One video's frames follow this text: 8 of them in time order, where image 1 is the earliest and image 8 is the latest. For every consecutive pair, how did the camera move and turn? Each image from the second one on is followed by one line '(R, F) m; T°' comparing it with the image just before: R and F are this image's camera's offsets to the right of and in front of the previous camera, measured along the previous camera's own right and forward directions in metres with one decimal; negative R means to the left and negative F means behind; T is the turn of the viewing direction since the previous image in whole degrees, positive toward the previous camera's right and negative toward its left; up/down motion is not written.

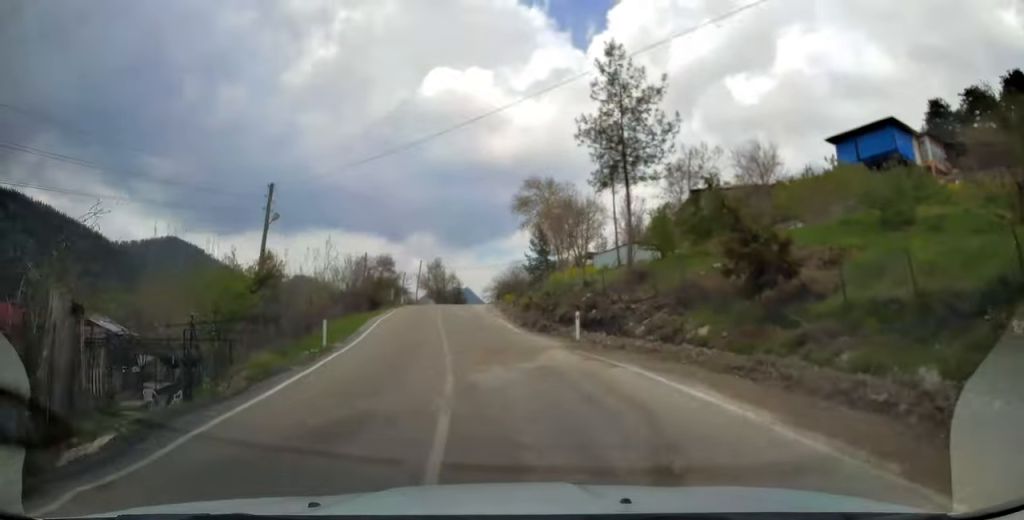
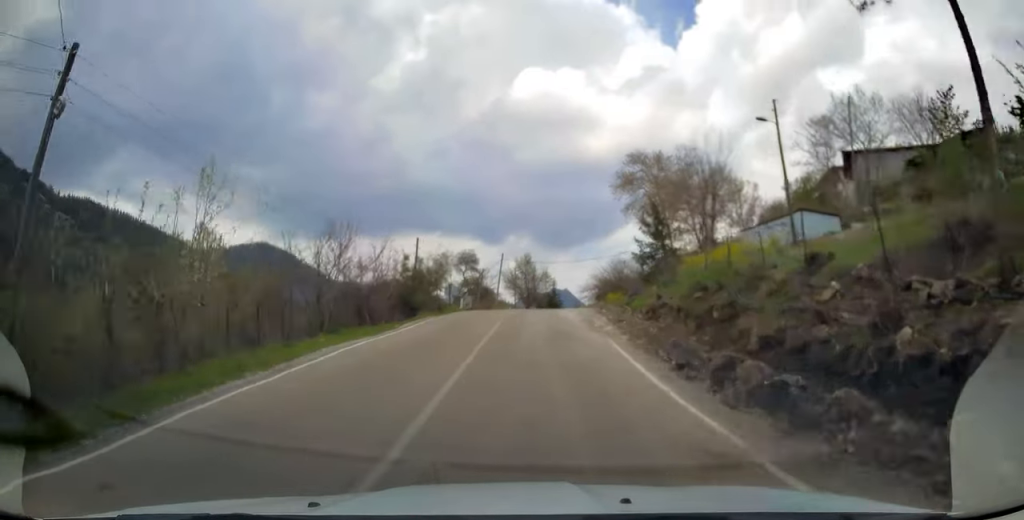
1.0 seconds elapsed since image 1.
(-1.3, +17.1) m; -7°
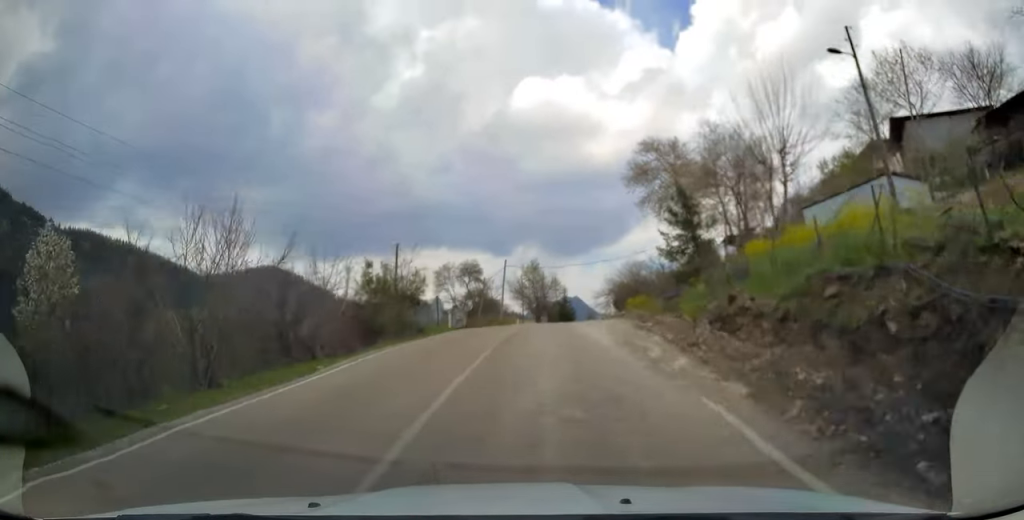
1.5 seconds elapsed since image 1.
(-0.2, +8.5) m; -3°
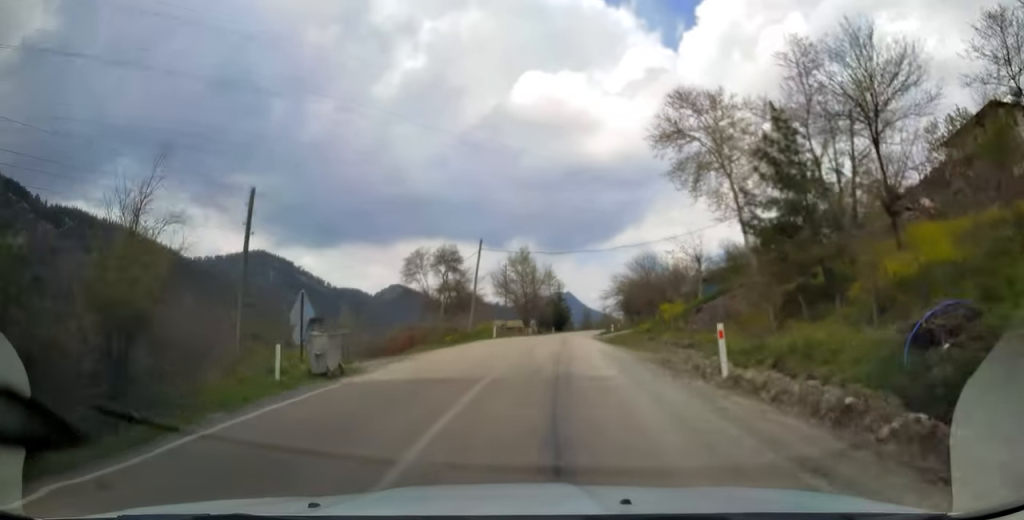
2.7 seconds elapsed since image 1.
(-0.8, +18.7) m; -2°
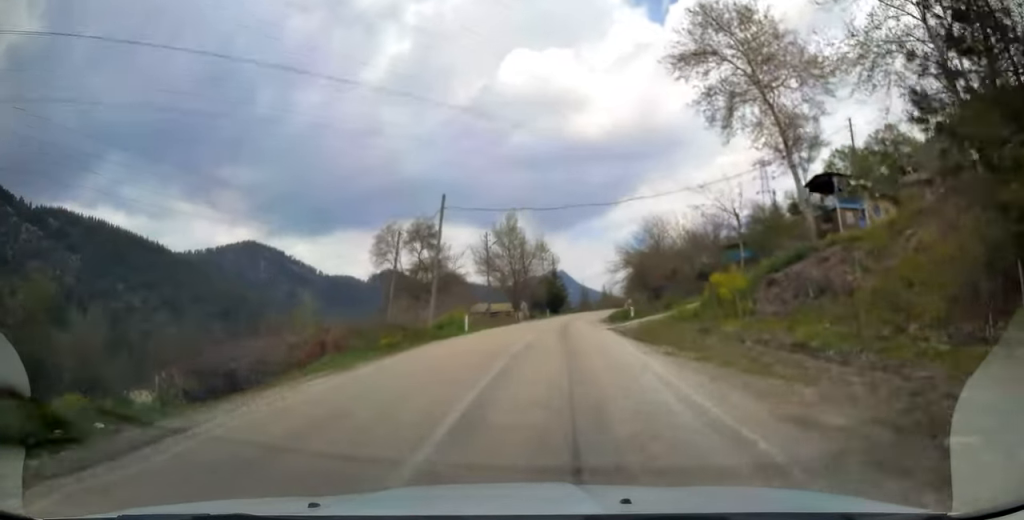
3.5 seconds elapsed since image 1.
(+0.2, +13.4) m; +2°
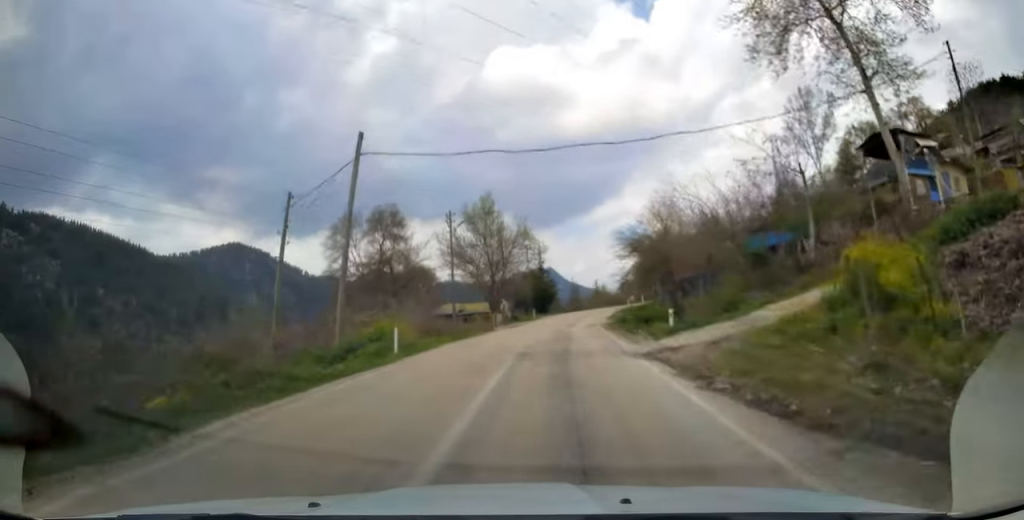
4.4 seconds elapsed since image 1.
(+0.3, +12.9) m; +2°
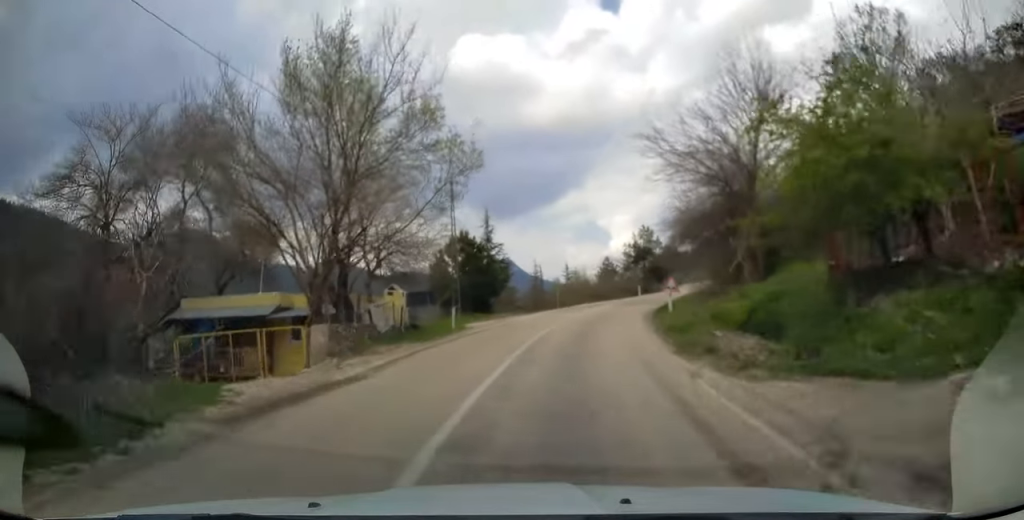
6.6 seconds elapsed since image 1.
(+1.4, +33.3) m; +7°
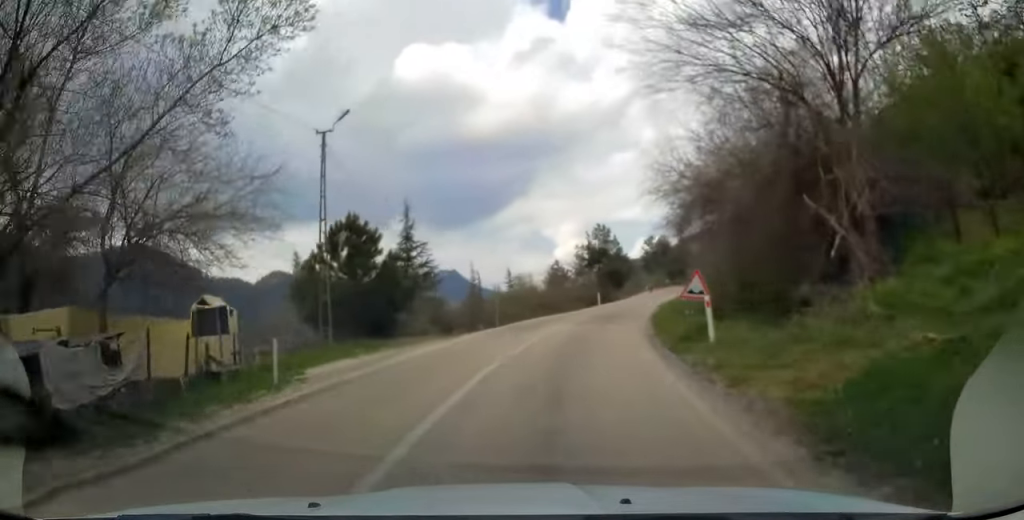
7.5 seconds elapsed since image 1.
(+0.6, +13.1) m; +4°
